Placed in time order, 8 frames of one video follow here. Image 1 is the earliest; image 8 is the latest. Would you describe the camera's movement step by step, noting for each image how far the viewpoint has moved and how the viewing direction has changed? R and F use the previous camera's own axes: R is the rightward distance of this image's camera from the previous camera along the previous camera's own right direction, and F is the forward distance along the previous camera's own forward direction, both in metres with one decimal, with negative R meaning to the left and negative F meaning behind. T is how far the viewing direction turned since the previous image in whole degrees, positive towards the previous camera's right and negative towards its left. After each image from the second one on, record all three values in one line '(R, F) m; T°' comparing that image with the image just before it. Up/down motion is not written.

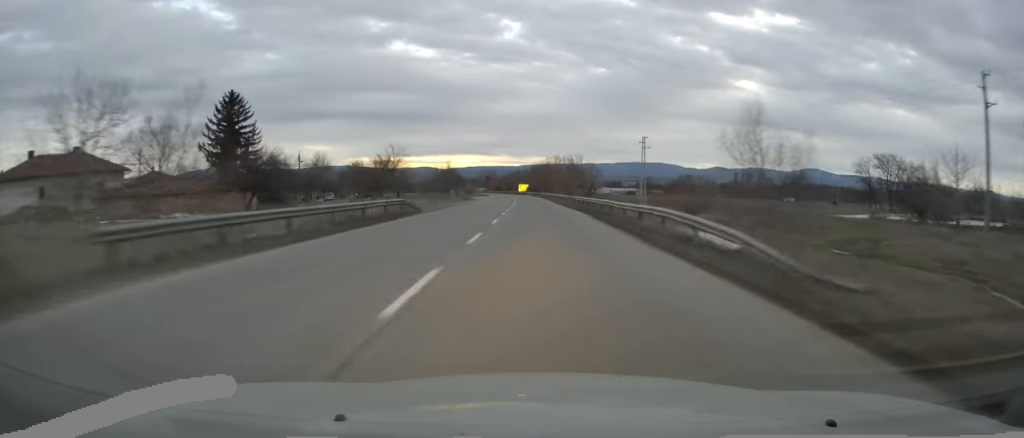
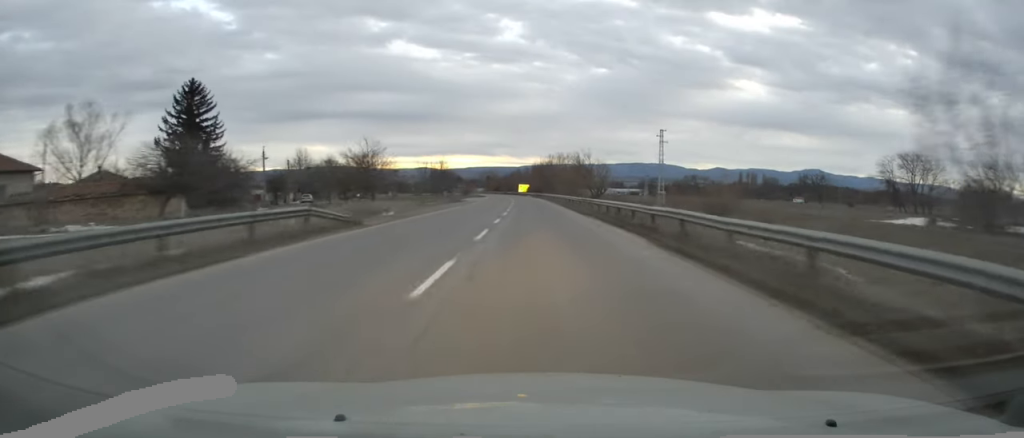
(0.0, +13.9) m; 0°
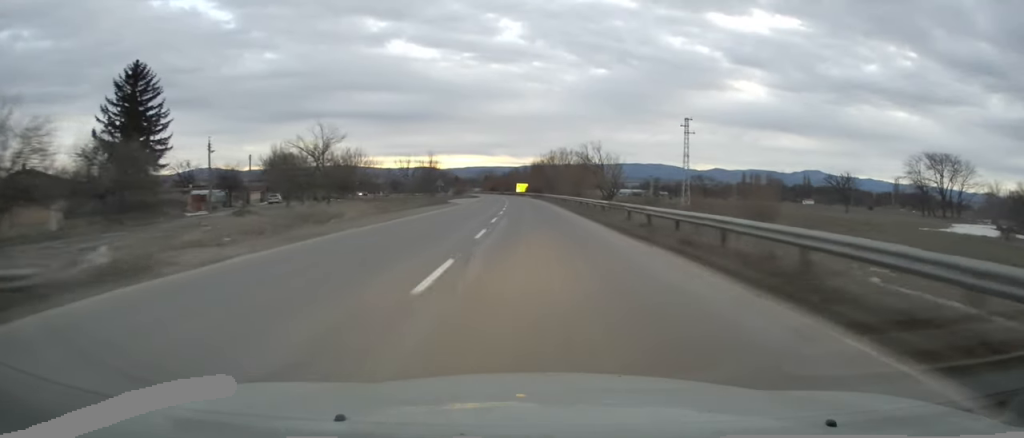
(0.0, +15.1) m; 0°
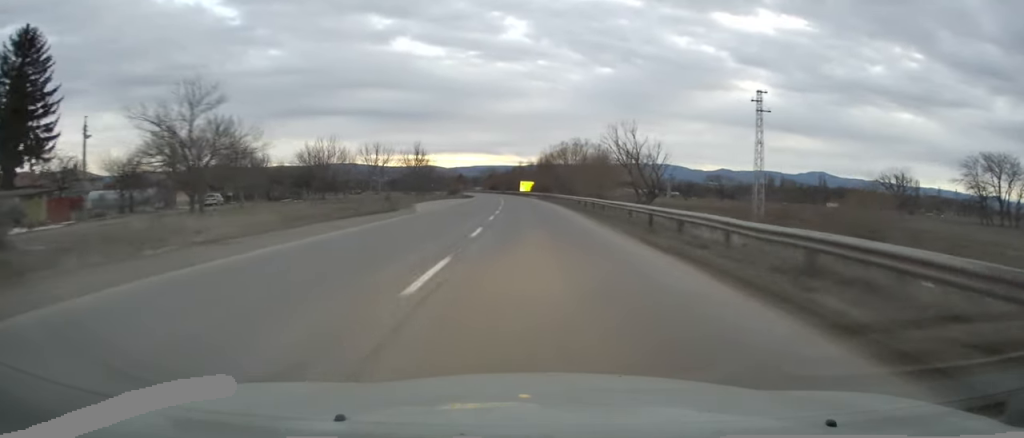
(-0.2, +23.1) m; 0°
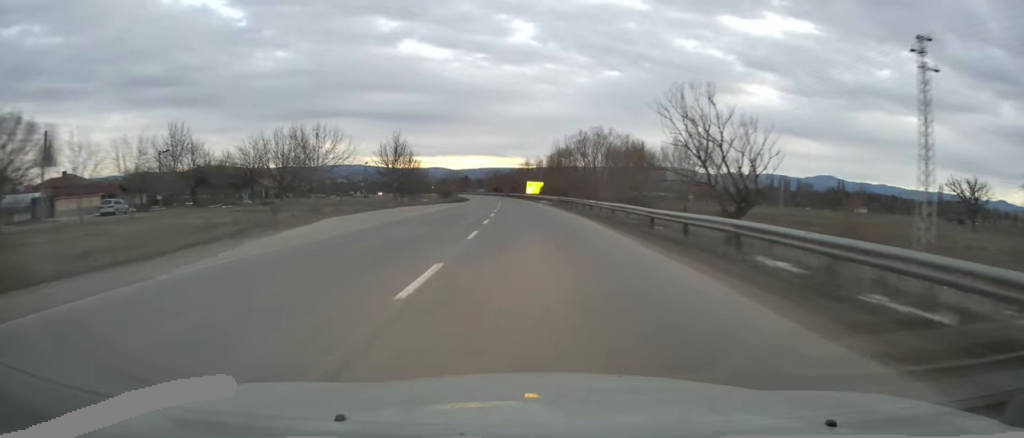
(0.0, +23.5) m; 0°
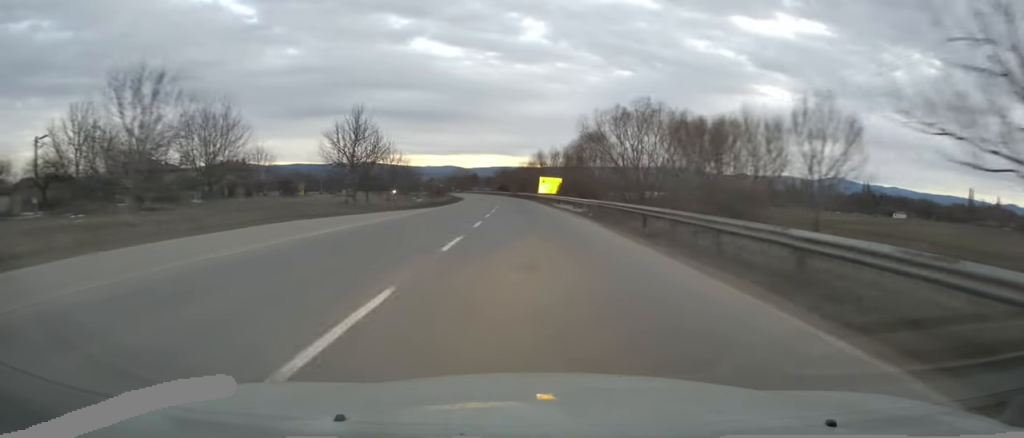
(-0.1, +25.8) m; -1°
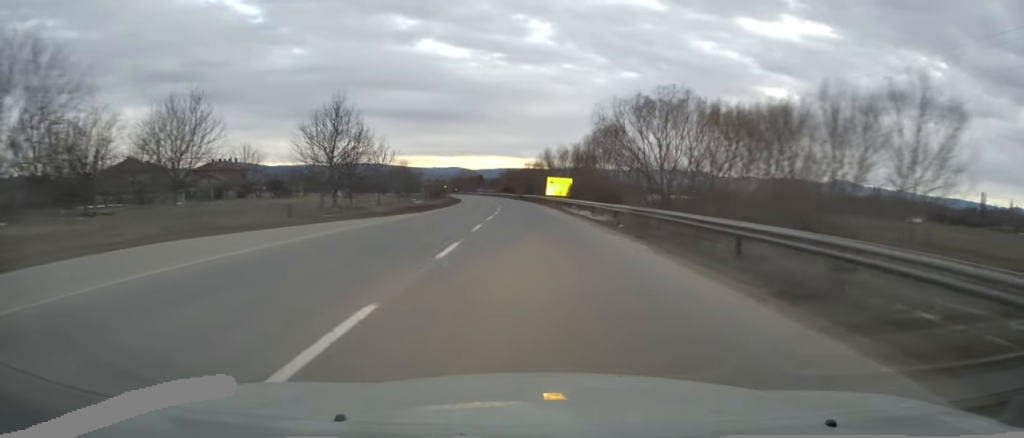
(0.0, +8.5) m; -1°
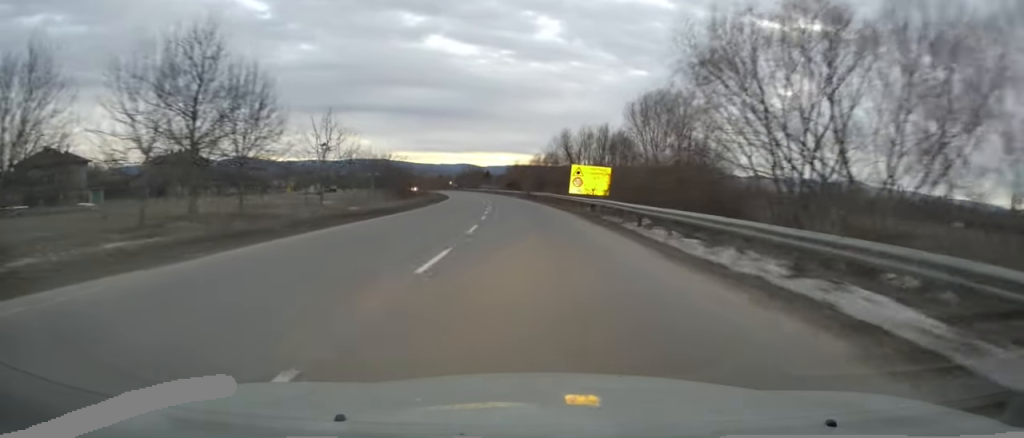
(-0.4, +25.4) m; -1°
